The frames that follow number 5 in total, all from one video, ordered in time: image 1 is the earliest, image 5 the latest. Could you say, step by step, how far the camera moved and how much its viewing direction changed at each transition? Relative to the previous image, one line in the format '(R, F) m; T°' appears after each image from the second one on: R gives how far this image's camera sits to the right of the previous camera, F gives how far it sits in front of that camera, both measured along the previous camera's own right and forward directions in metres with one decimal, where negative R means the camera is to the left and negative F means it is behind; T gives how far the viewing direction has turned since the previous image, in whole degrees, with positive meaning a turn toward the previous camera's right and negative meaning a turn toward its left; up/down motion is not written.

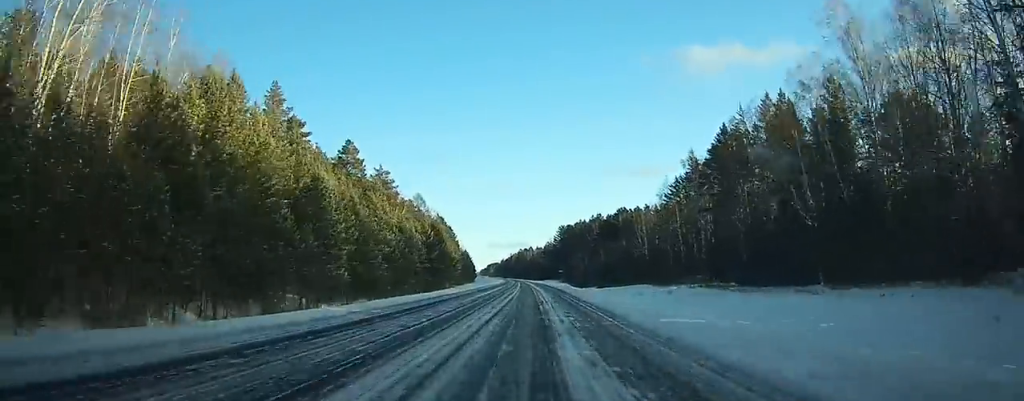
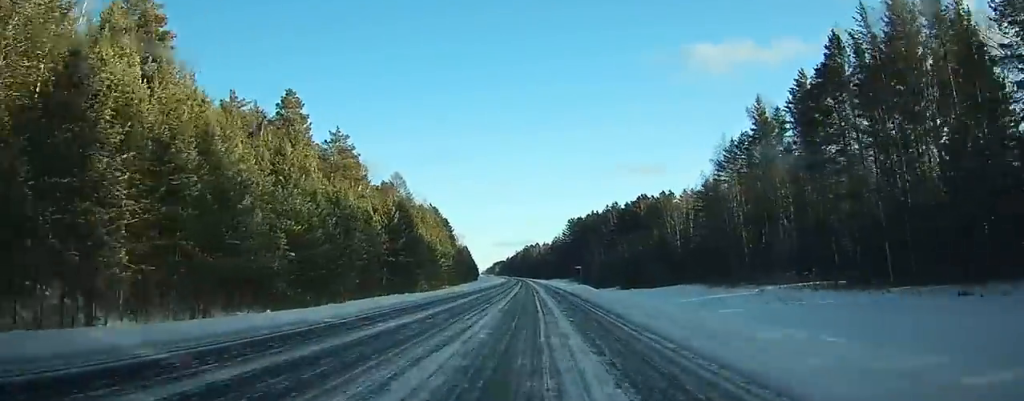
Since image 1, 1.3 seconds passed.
(+0.1, +30.1) m; -1°
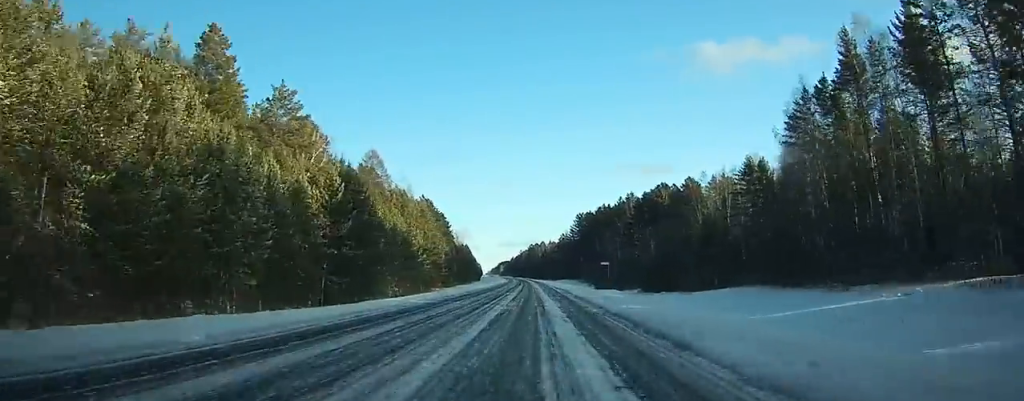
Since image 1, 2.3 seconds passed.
(-0.3, +22.7) m; -1°
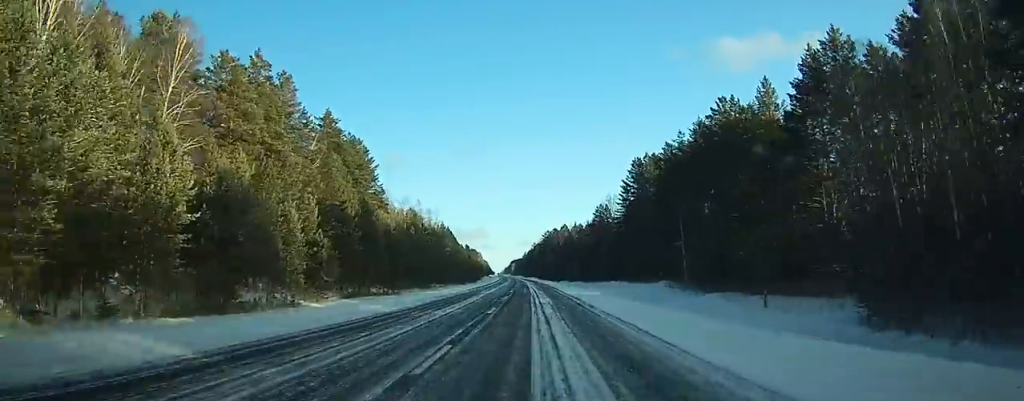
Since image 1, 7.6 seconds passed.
(-2.5, +120.5) m; -1°
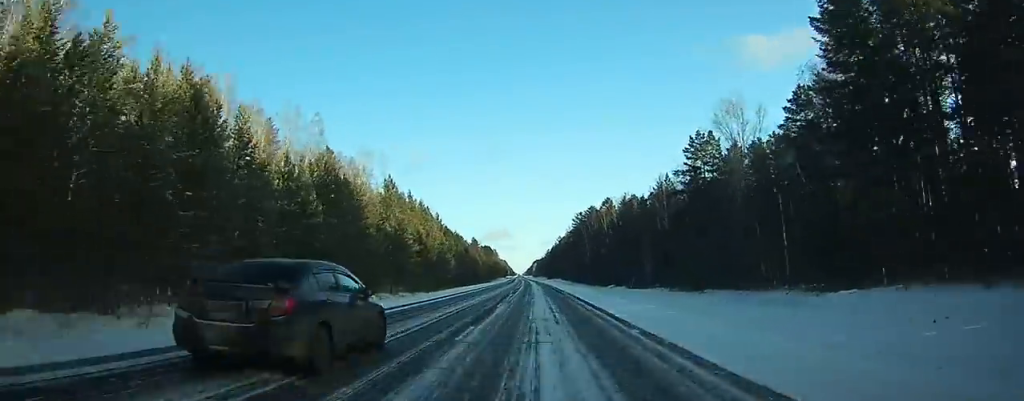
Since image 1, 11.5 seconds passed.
(-0.2, +92.0) m; -1°
